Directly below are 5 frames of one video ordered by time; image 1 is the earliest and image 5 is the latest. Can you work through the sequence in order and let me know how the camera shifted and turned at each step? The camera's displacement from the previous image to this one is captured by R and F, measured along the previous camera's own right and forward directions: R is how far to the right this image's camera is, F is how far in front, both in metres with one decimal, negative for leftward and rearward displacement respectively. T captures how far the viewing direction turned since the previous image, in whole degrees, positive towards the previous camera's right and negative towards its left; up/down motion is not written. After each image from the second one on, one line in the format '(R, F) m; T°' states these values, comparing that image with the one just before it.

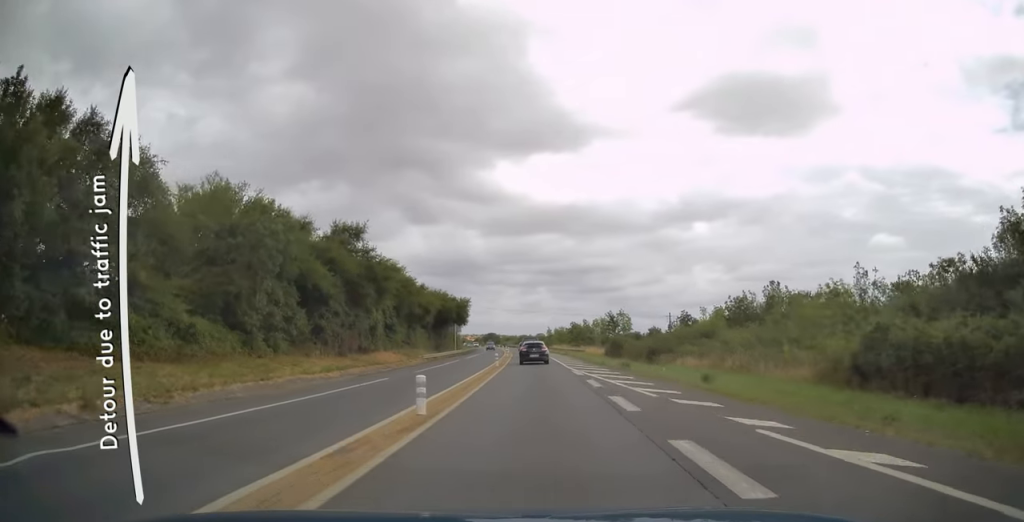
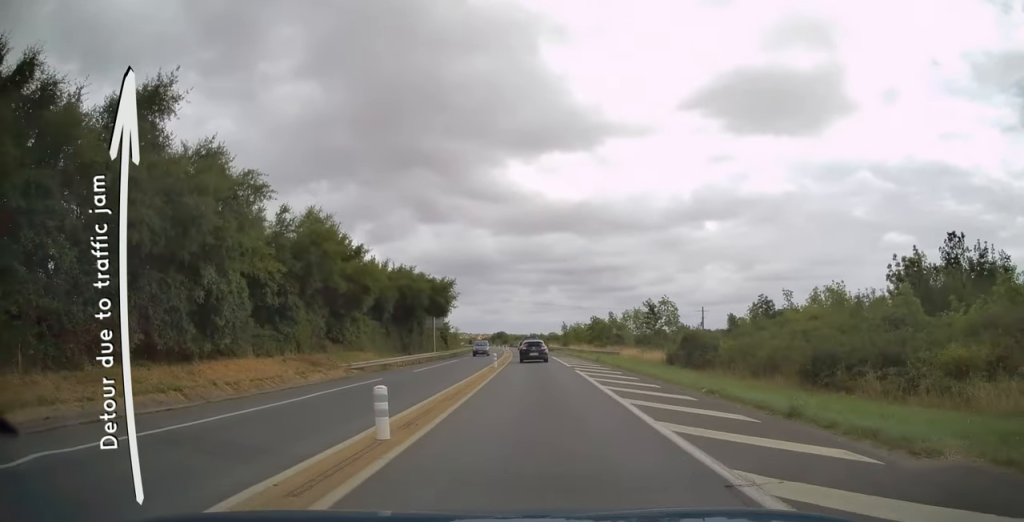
(-0.3, +27.4) m; -1°
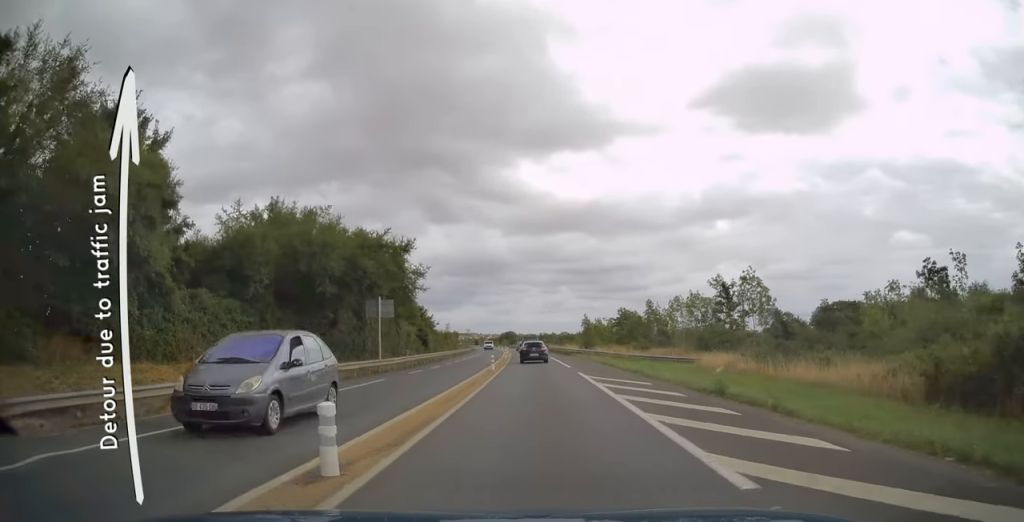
(-0.1, +26.6) m; 0°
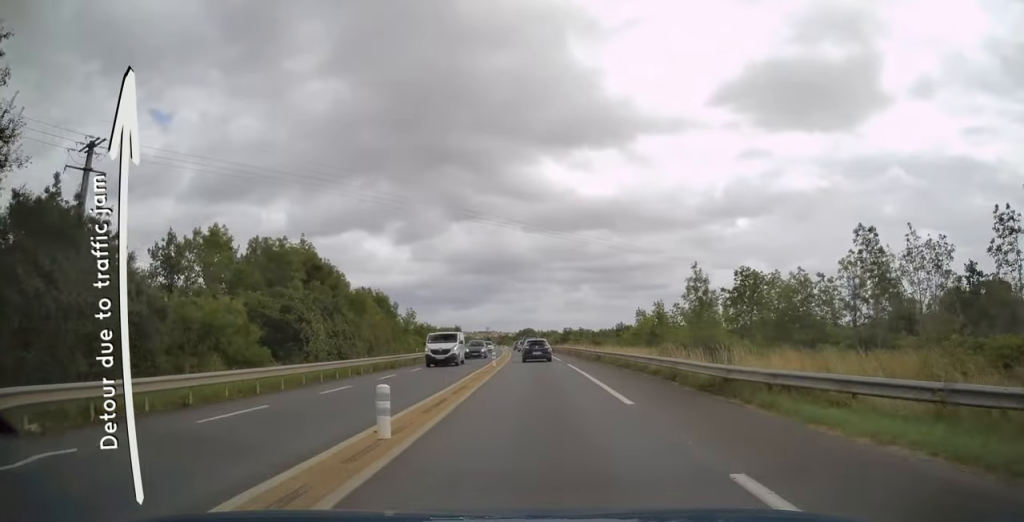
(-0.8, +46.1) m; -2°
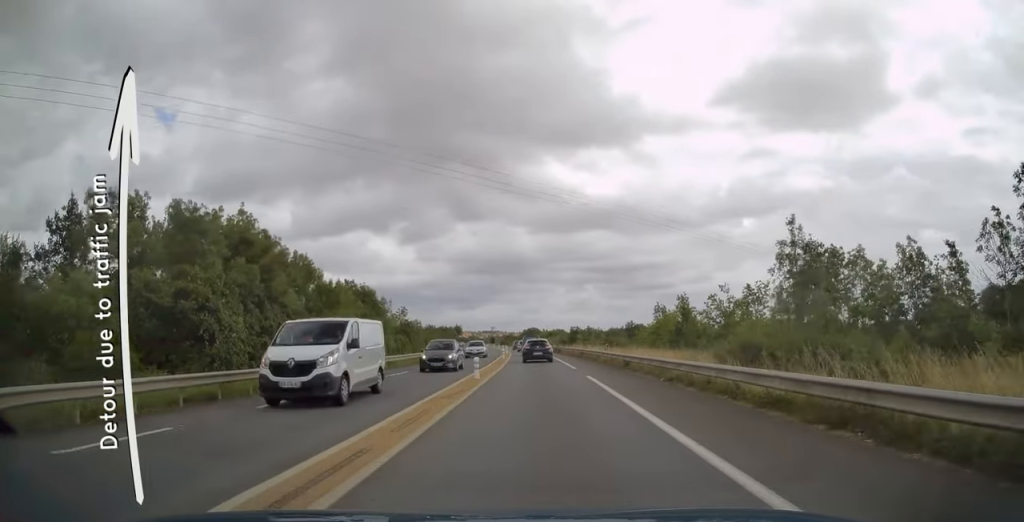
(0.0, +10.7) m; -1°
